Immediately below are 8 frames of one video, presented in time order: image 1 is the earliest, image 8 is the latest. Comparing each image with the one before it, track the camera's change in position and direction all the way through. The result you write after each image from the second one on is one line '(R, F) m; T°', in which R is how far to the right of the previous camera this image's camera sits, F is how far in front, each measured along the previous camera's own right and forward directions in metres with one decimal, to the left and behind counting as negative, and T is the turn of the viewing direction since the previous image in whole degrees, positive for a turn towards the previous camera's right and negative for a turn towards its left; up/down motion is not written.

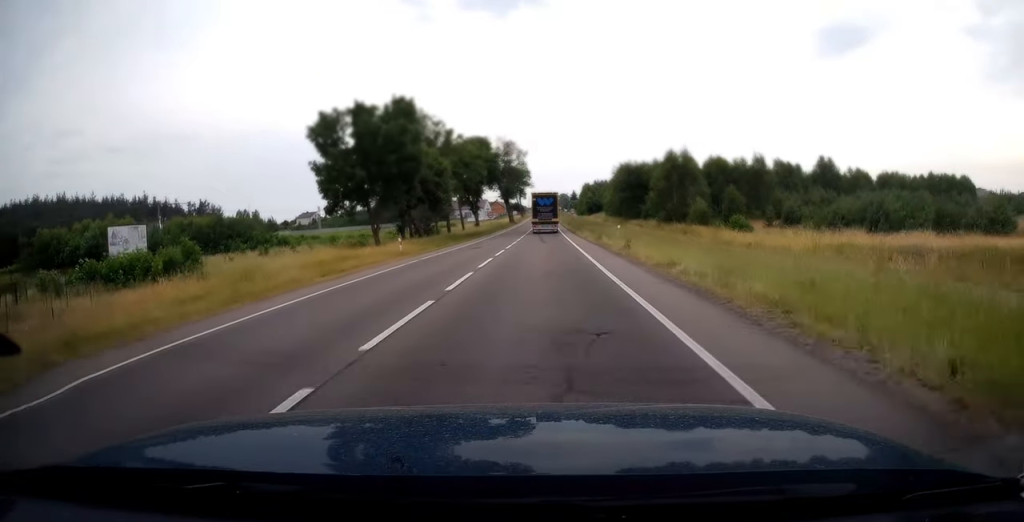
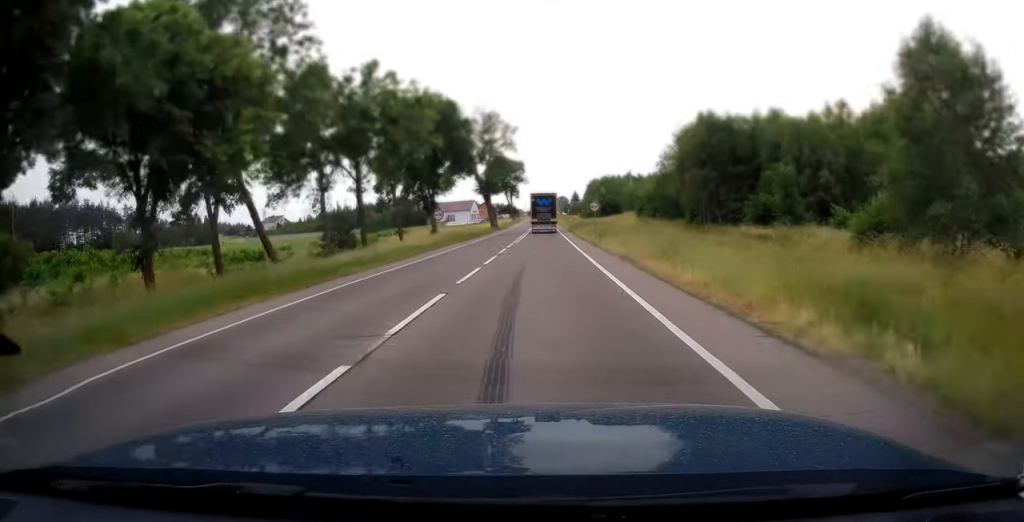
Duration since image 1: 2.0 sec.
(0.0, +41.2) m; 0°
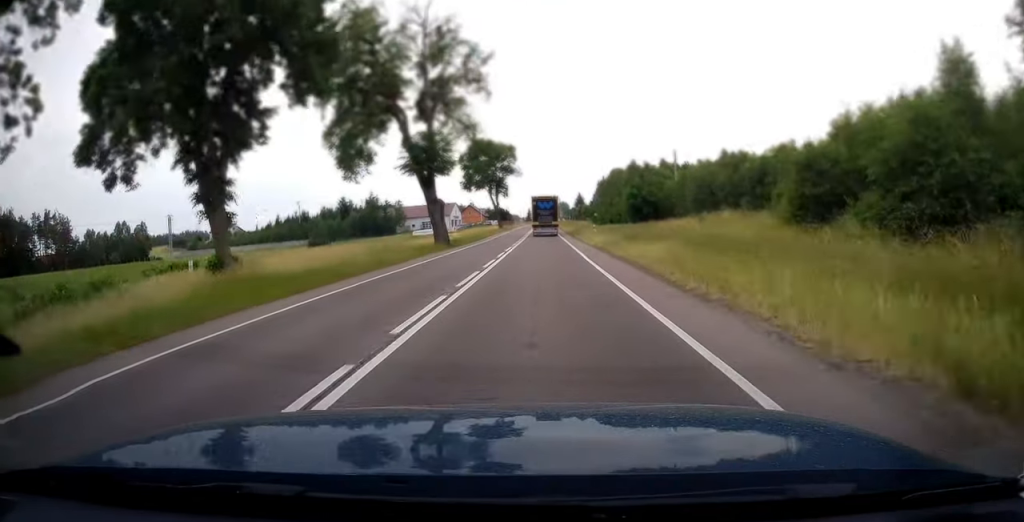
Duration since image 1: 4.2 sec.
(+0.2, +46.5) m; 0°
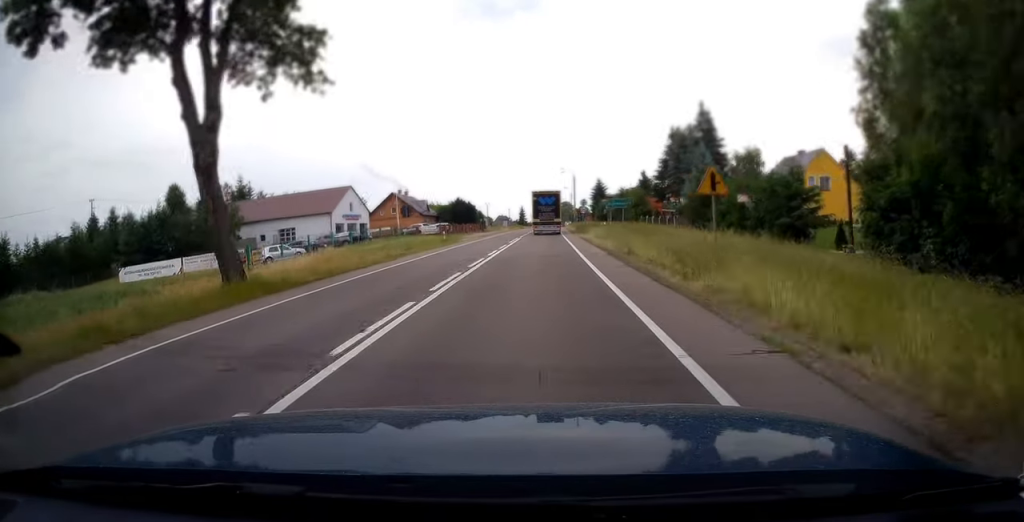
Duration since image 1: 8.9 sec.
(-0.3, +98.3) m; 0°
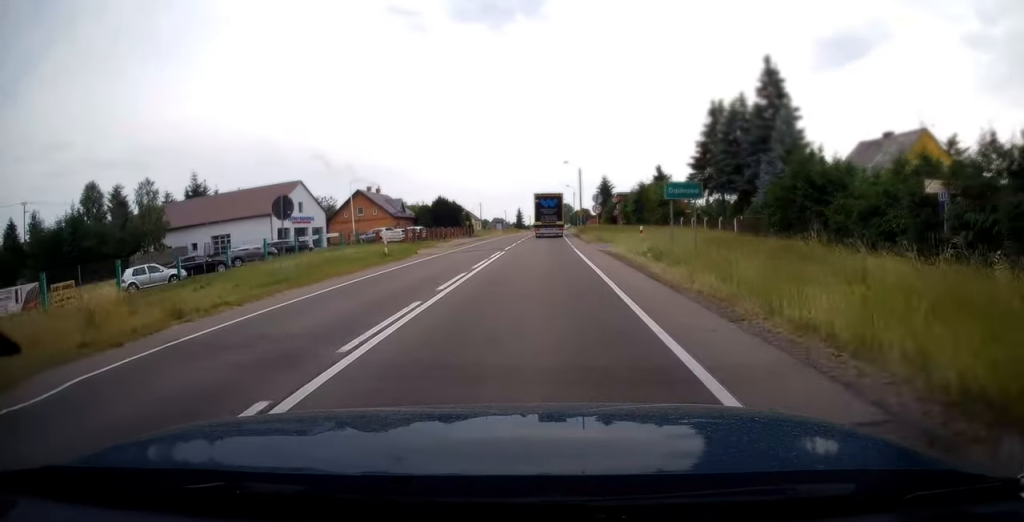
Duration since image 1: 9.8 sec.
(+0.1, +18.1) m; 0°
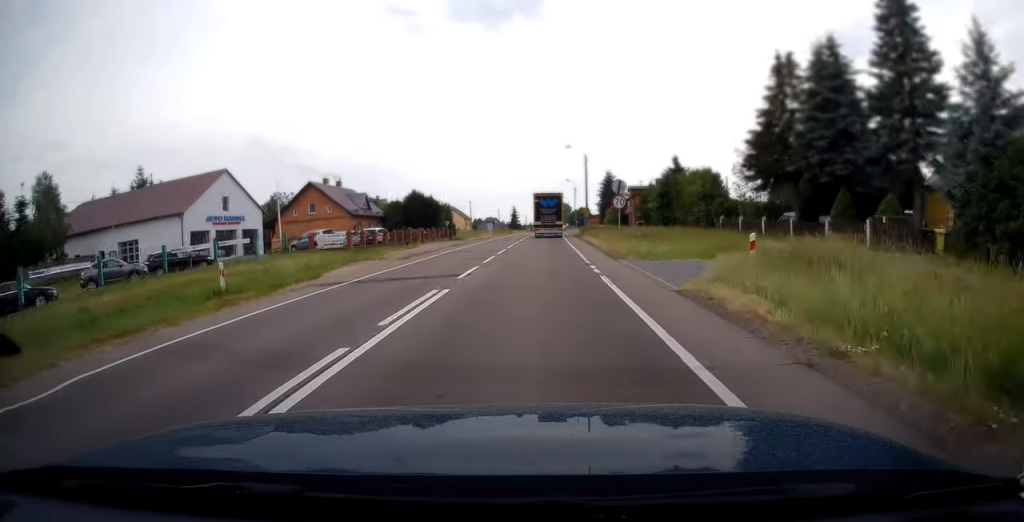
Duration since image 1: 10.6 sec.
(0.0, +16.7) m; 0°
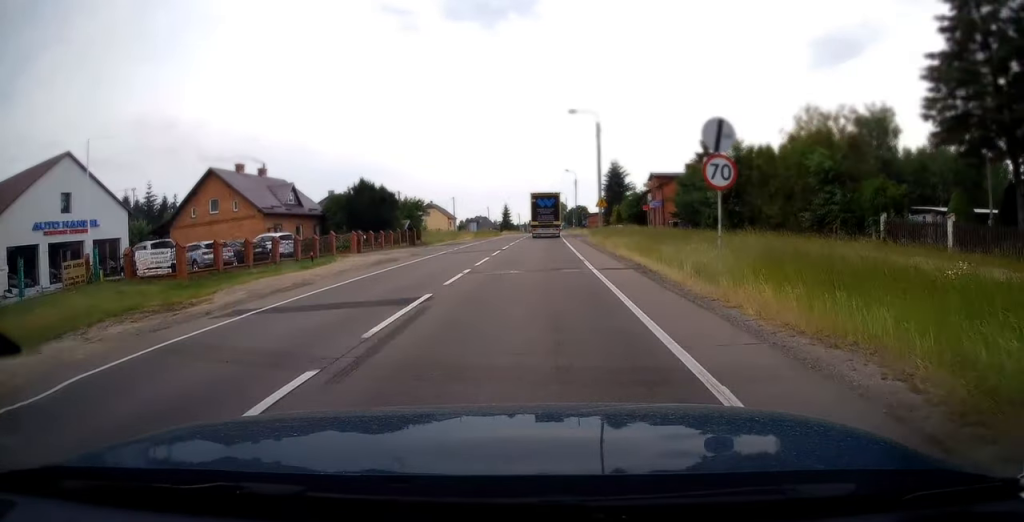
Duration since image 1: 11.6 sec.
(+0.1, +20.3) m; 0°
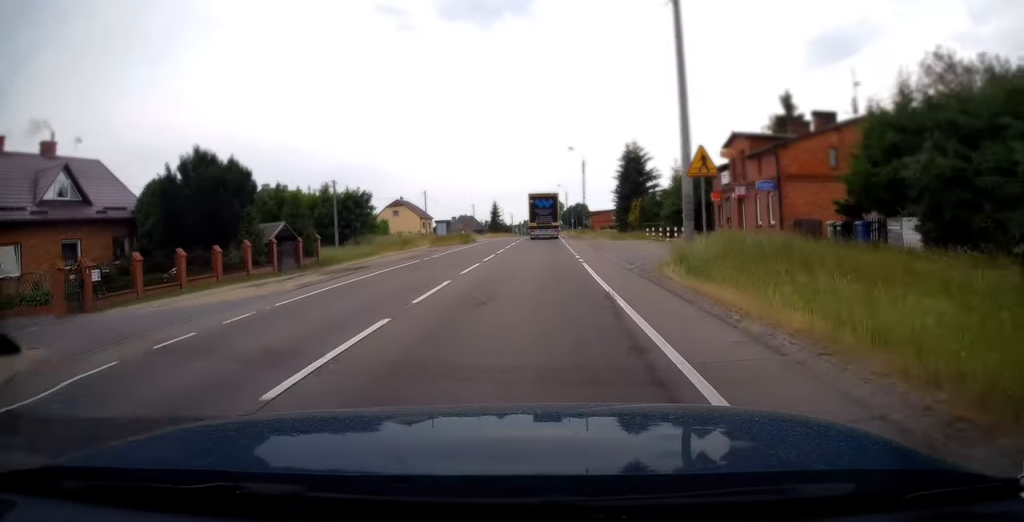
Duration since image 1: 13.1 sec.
(+0.2, +27.8) m; 0°
